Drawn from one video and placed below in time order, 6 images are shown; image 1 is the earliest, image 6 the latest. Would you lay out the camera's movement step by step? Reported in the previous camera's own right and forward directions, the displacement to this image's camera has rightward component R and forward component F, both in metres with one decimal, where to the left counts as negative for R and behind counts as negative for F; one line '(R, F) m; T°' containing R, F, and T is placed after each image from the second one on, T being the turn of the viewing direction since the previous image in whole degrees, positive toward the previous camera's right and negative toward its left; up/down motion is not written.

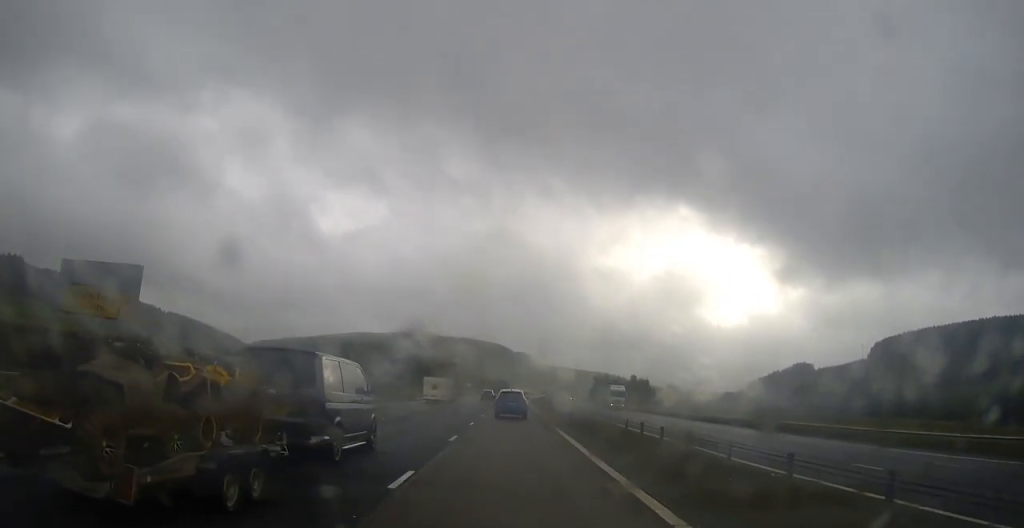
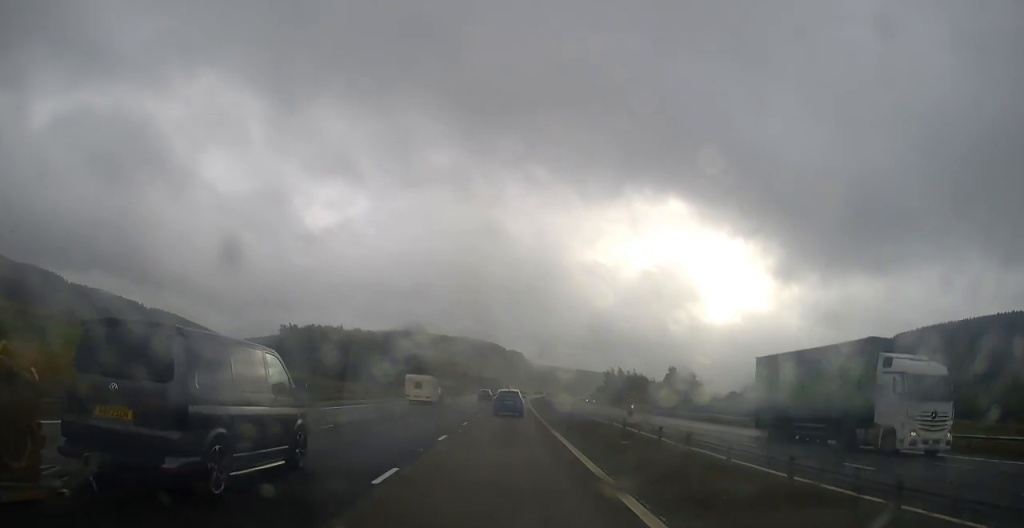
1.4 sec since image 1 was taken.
(+0.2, +45.2) m; 0°
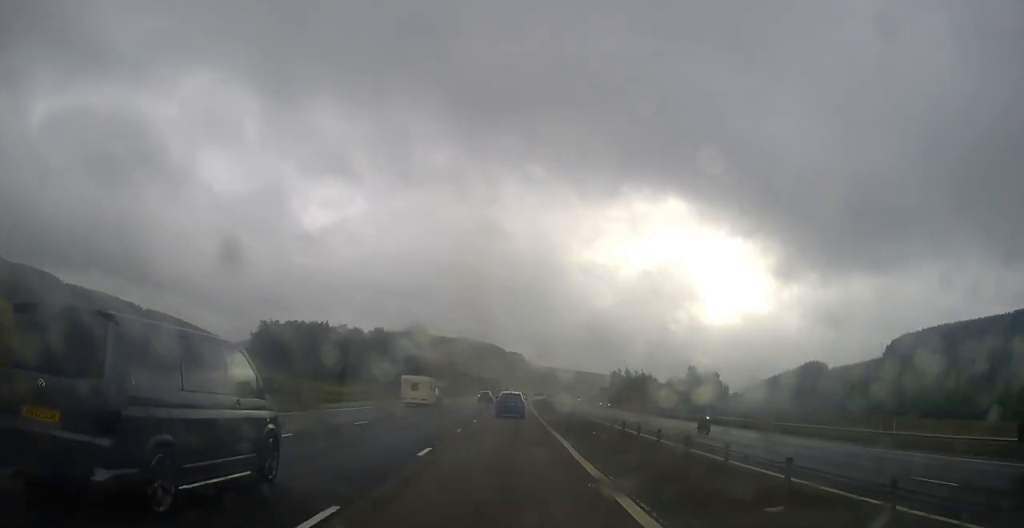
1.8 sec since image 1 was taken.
(0.0, +12.7) m; 0°
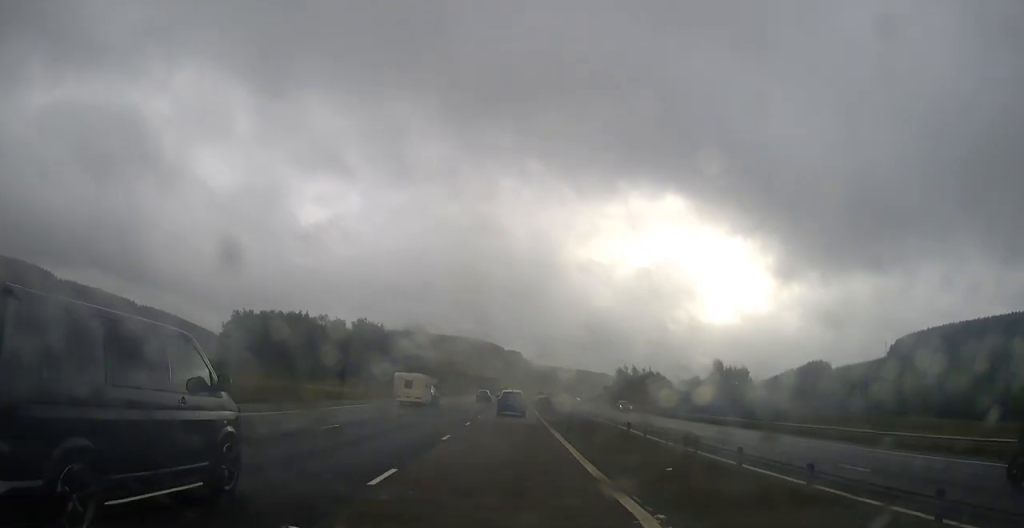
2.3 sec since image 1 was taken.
(0.0, +13.7) m; 0°
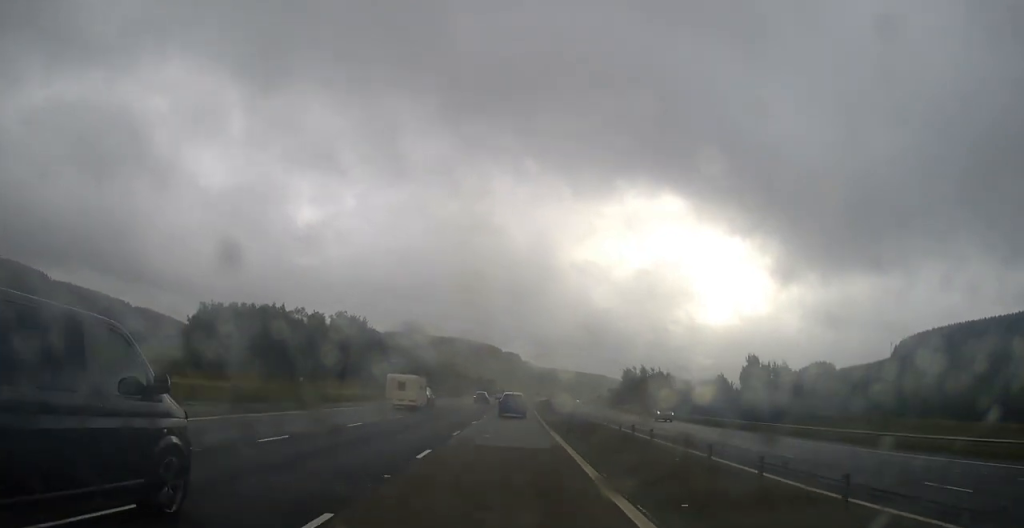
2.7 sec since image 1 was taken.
(0.0, +13.7) m; 0°
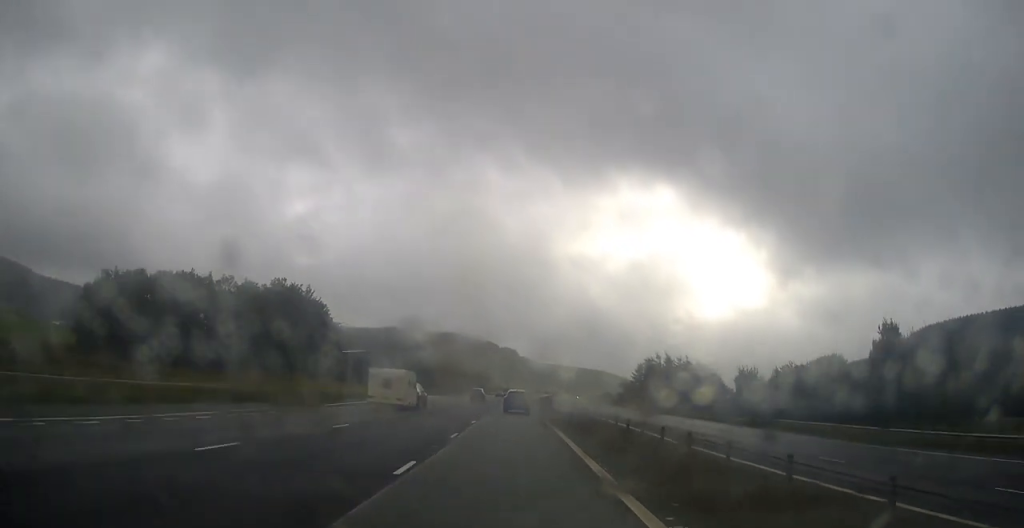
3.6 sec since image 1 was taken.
(+0.1, +29.7) m; +1°
